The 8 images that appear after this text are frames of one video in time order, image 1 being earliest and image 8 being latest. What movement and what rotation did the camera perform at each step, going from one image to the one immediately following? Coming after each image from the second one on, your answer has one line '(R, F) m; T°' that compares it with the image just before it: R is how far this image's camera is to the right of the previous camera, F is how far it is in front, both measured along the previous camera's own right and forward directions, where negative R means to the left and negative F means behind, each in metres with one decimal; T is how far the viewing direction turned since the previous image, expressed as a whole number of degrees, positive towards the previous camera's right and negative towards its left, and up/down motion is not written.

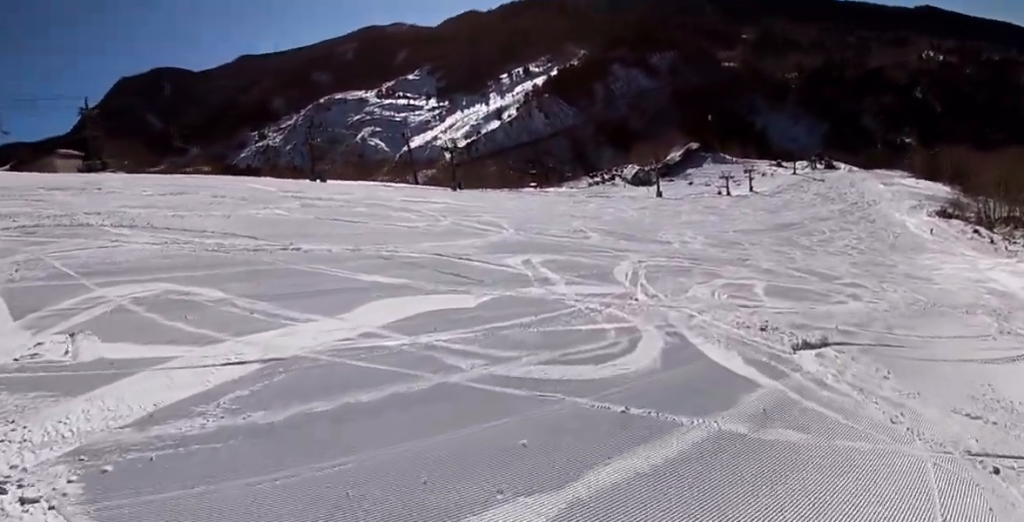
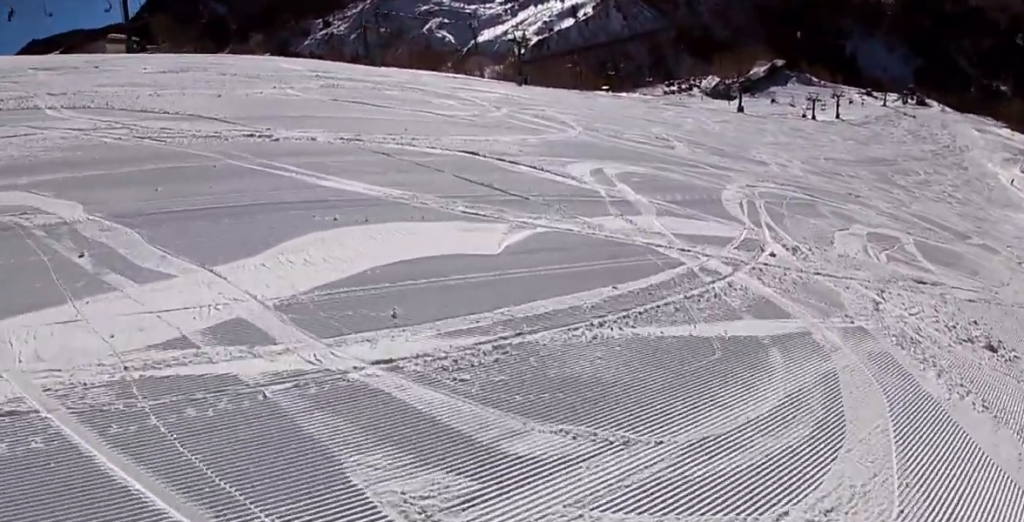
(-0.5, +3.0) m; -19°
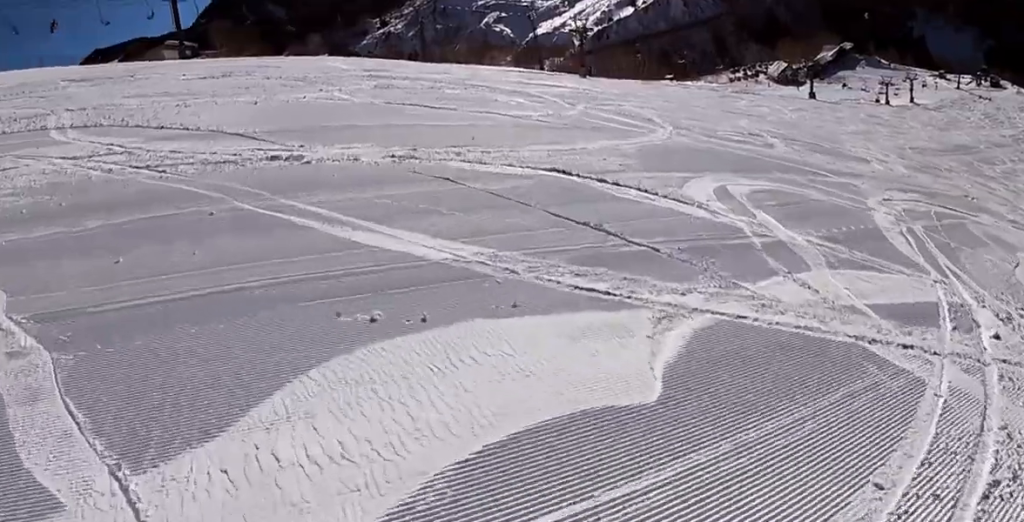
(-0.6, +1.8) m; -10°
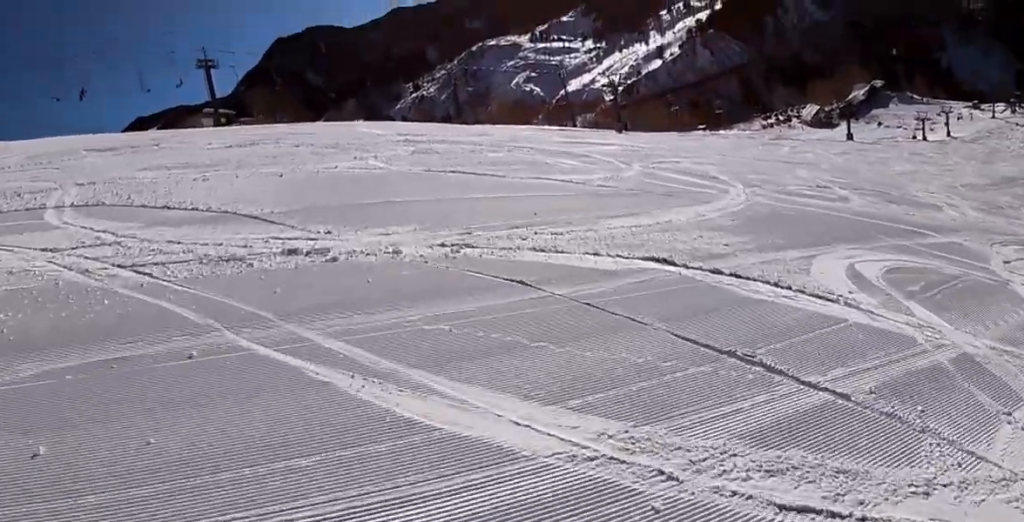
(+0.1, +1.9) m; +4°
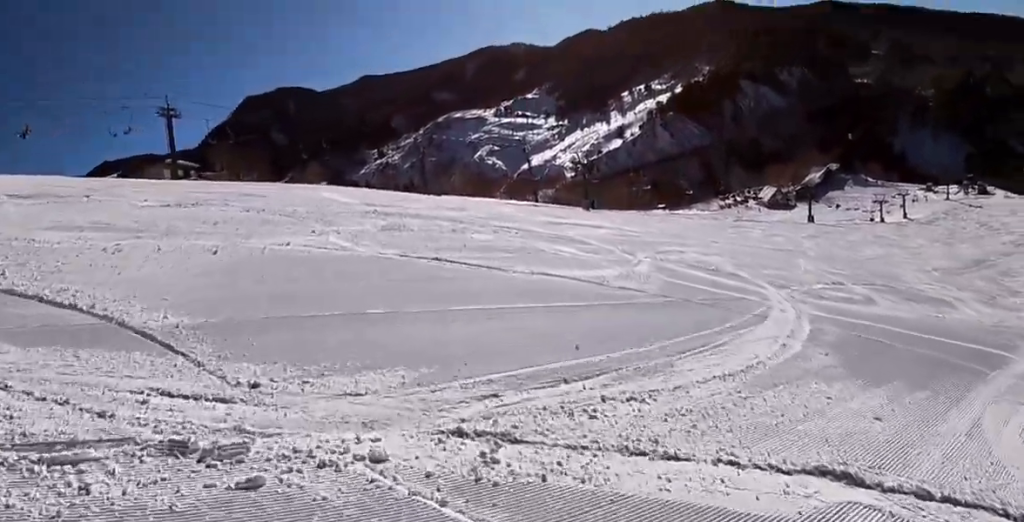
(+0.2, +3.2) m; +10°
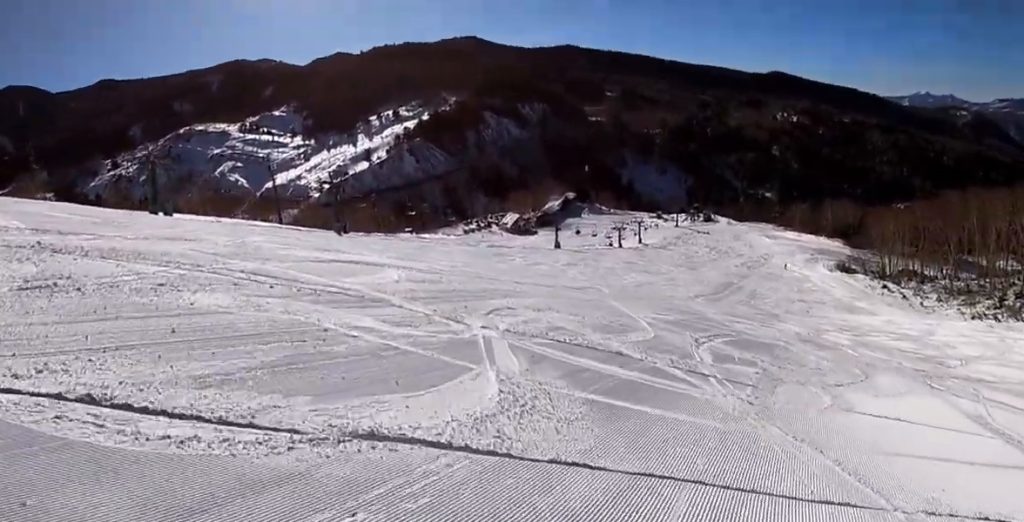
(+1.1, +7.4) m; +10°
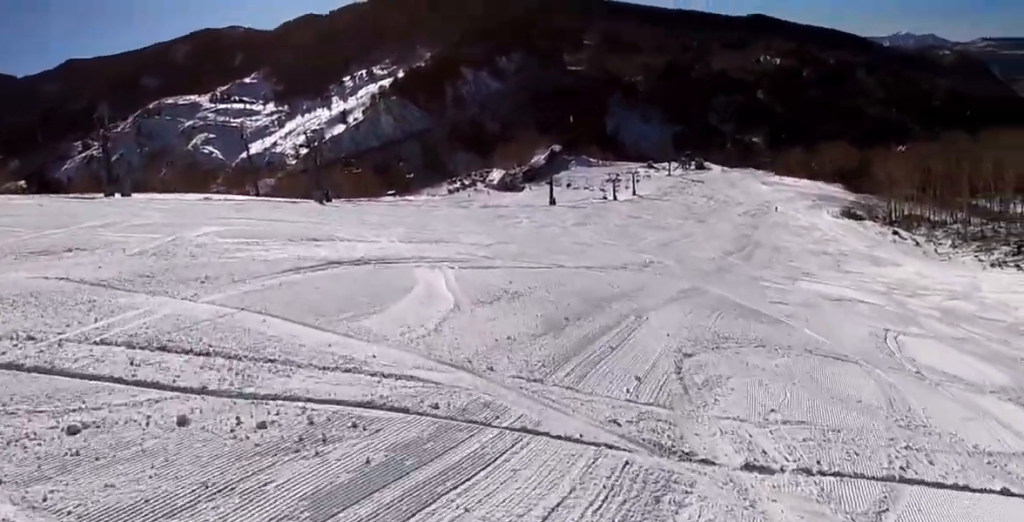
(+0.2, +7.1) m; +14°
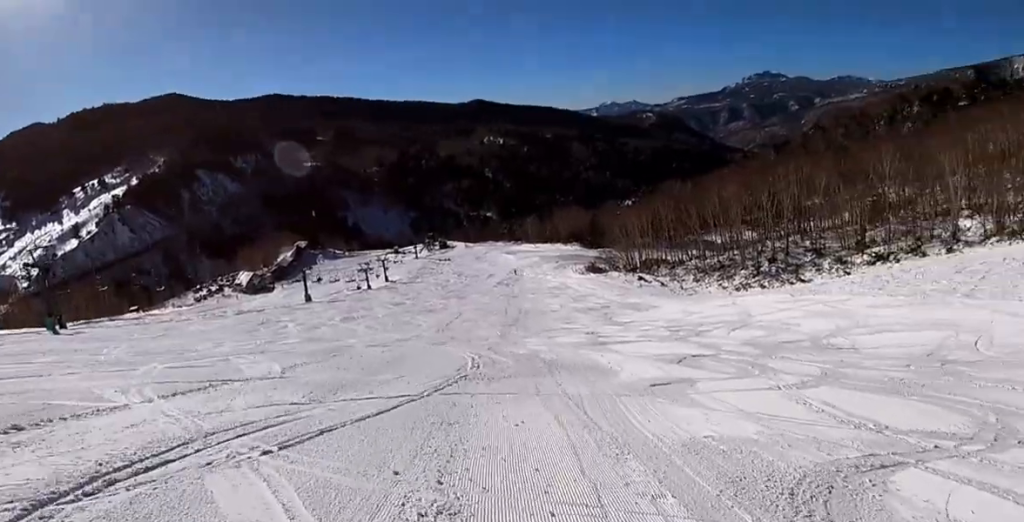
(+1.2, +5.2) m; +34°
